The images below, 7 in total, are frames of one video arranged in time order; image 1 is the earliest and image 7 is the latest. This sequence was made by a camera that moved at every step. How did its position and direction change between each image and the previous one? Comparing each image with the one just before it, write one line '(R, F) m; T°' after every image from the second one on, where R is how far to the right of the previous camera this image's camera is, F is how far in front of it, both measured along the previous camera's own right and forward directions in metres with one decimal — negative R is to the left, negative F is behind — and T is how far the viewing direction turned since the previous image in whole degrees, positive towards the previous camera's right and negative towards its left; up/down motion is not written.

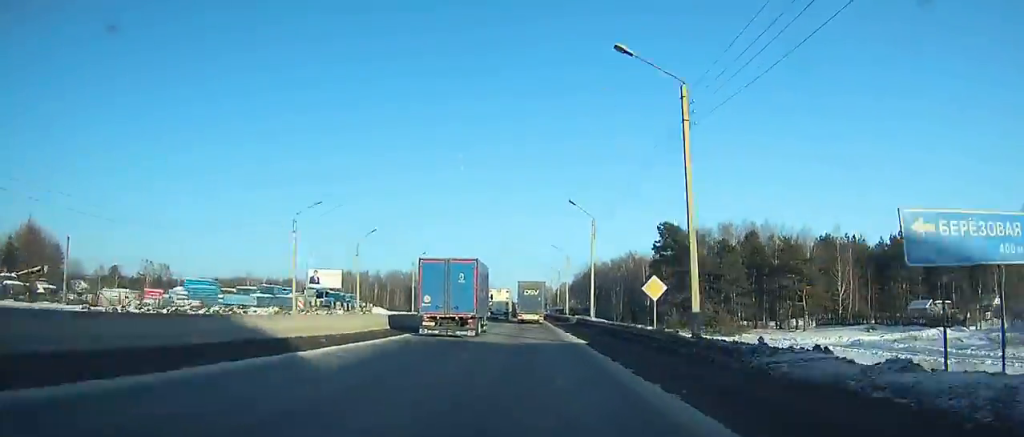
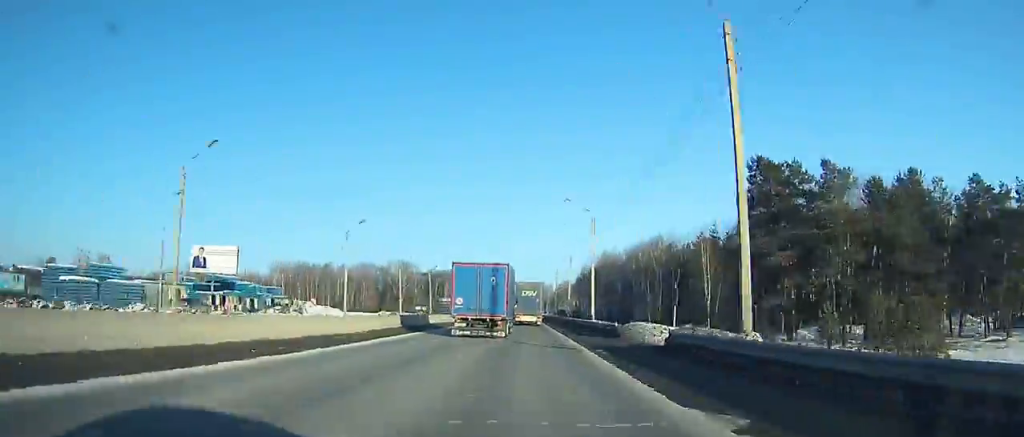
(+0.1, +40.4) m; 0°
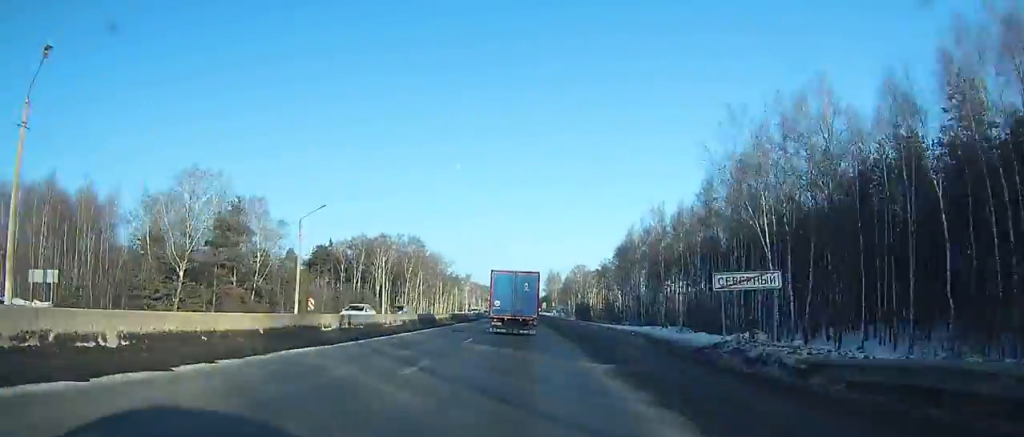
(+0.2, +116.0) m; 0°
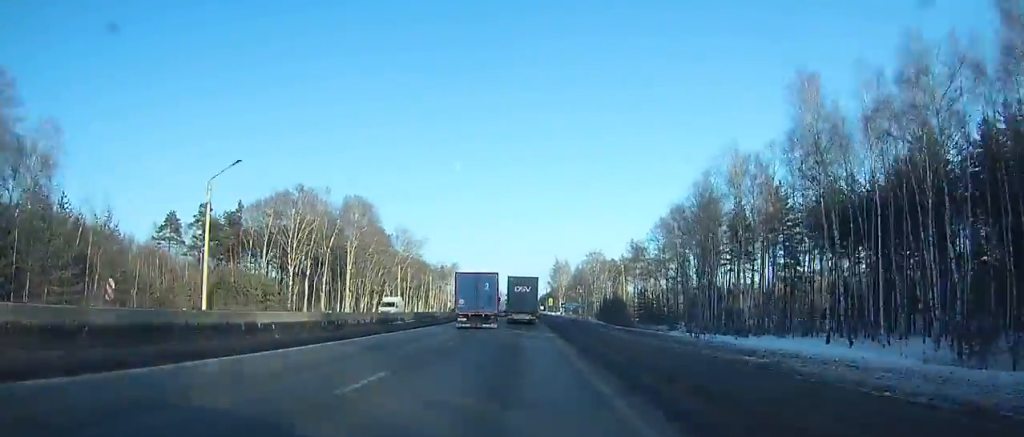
(+0.1, +49.8) m; 0°
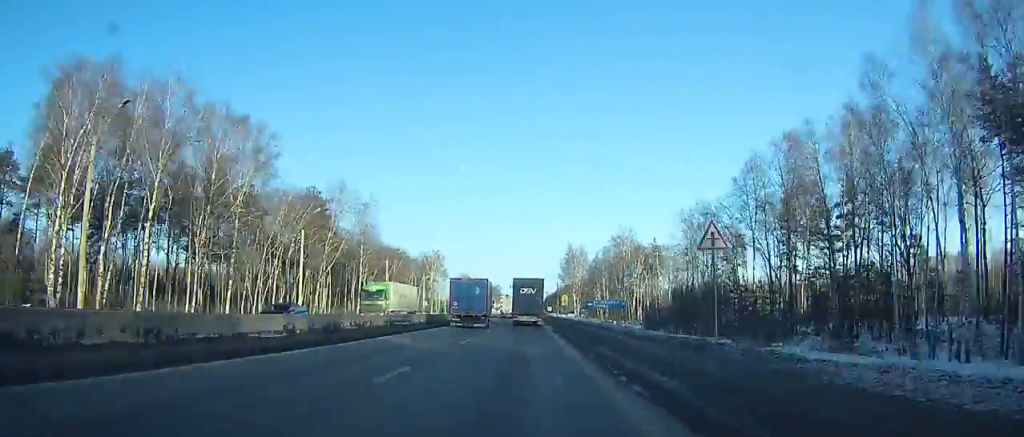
(-0.3, +44.5) m; 0°
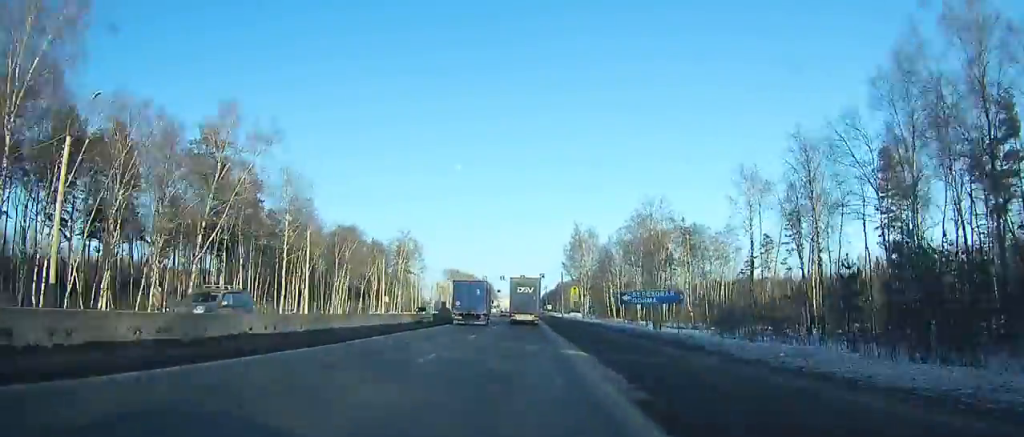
(0.0, +31.6) m; 0°
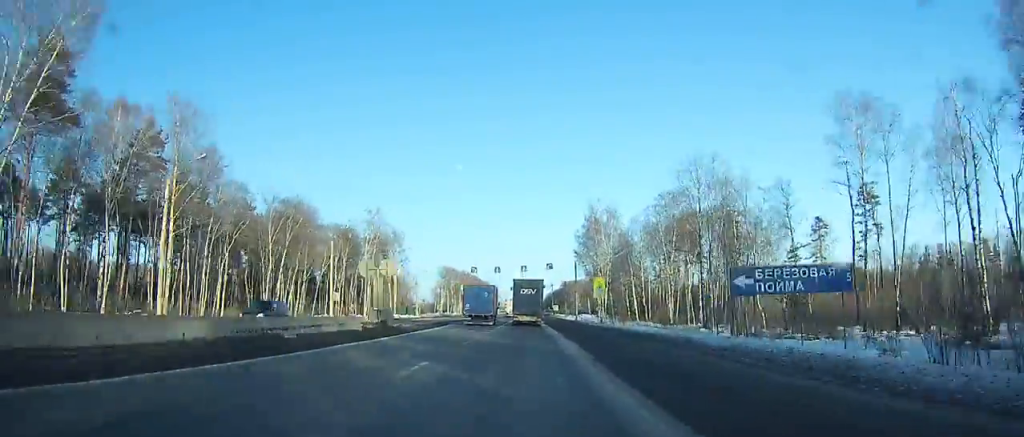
(0.0, +26.2) m; 0°
